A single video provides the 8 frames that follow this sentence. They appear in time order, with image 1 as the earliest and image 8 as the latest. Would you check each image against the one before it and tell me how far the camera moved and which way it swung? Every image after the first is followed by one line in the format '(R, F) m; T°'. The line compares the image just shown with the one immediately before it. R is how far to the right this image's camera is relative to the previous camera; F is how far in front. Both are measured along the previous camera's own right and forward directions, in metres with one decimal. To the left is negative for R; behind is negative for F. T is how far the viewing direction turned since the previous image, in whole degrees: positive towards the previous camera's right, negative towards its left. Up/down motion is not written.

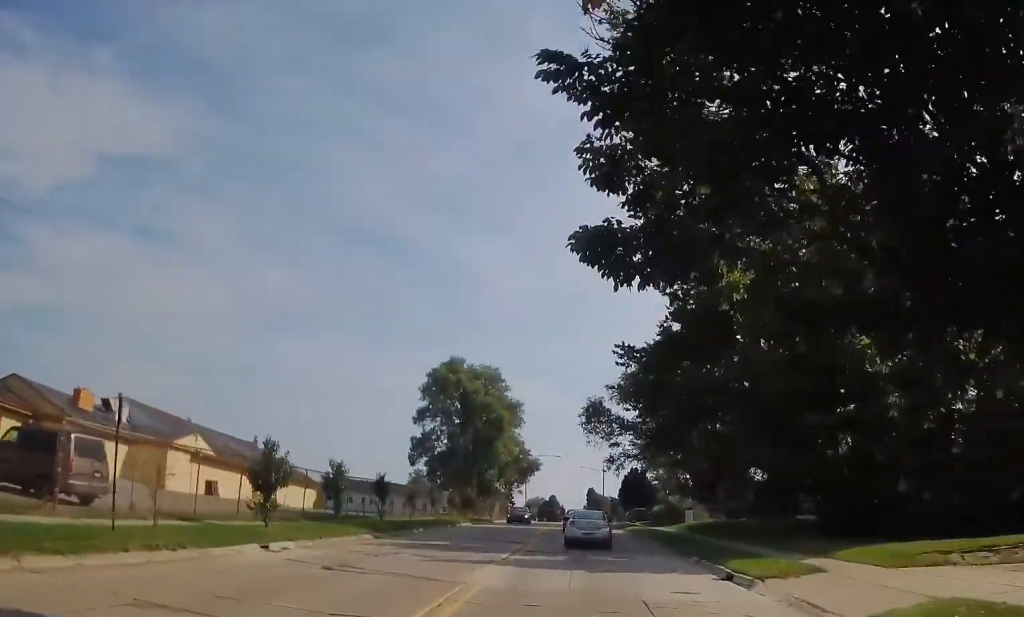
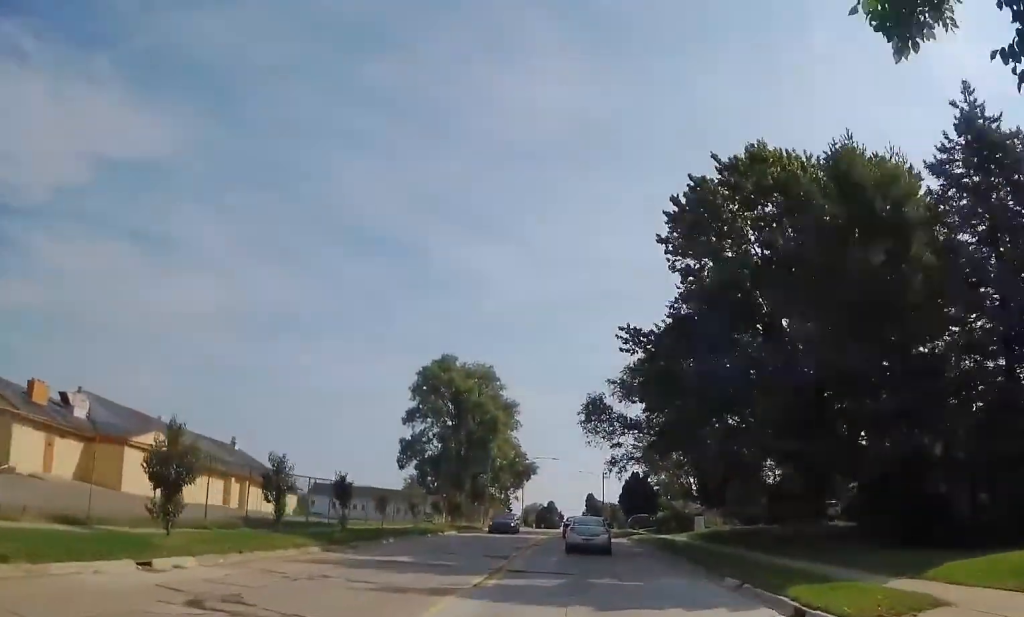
(0.0, +5.4) m; +1°
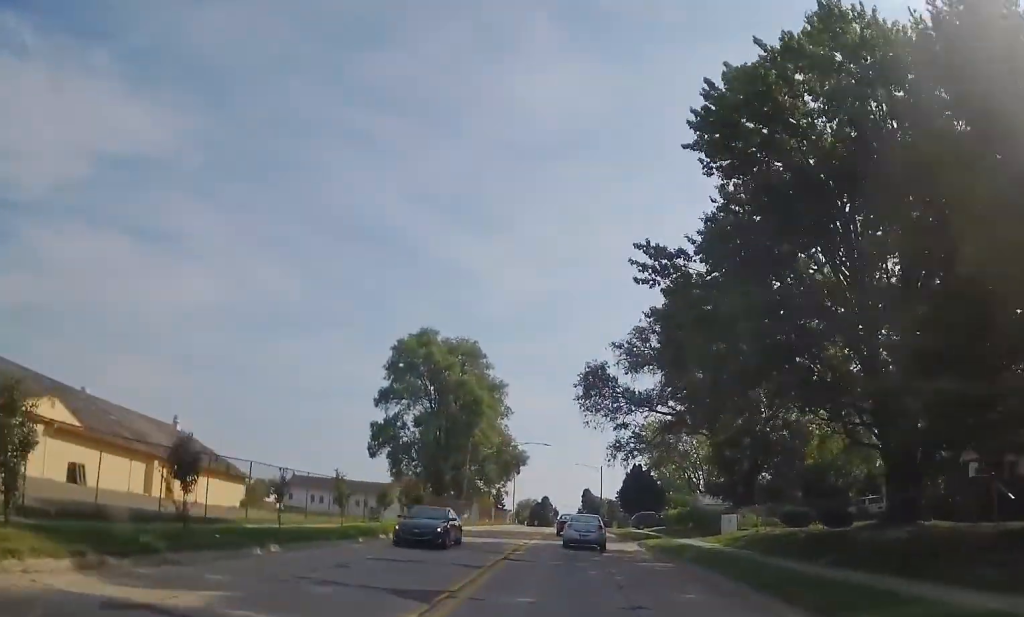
(+0.3, +11.3) m; +2°
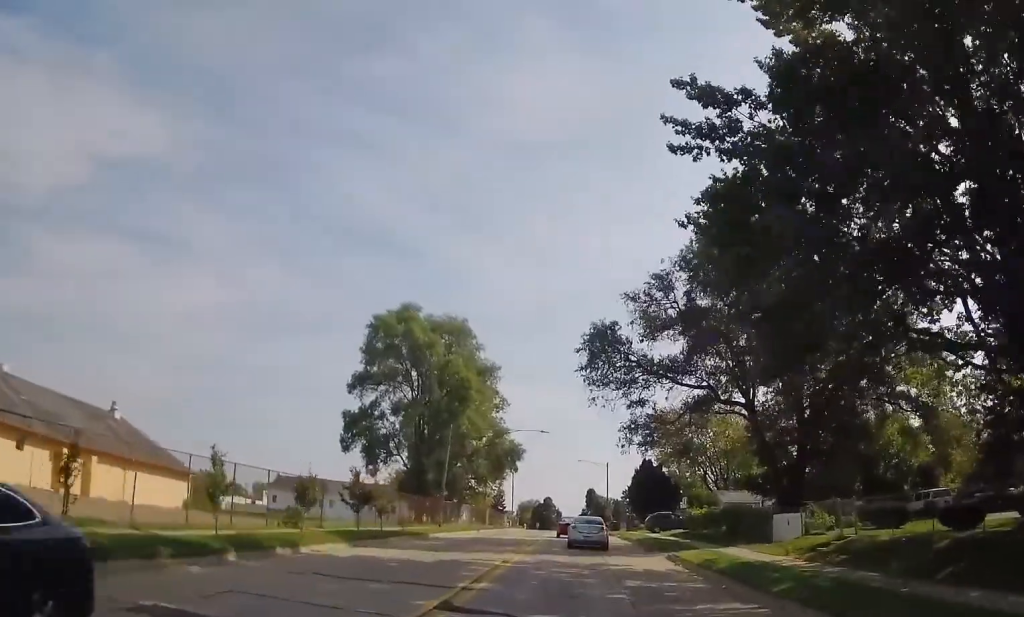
(+0.1, +10.2) m; -2°
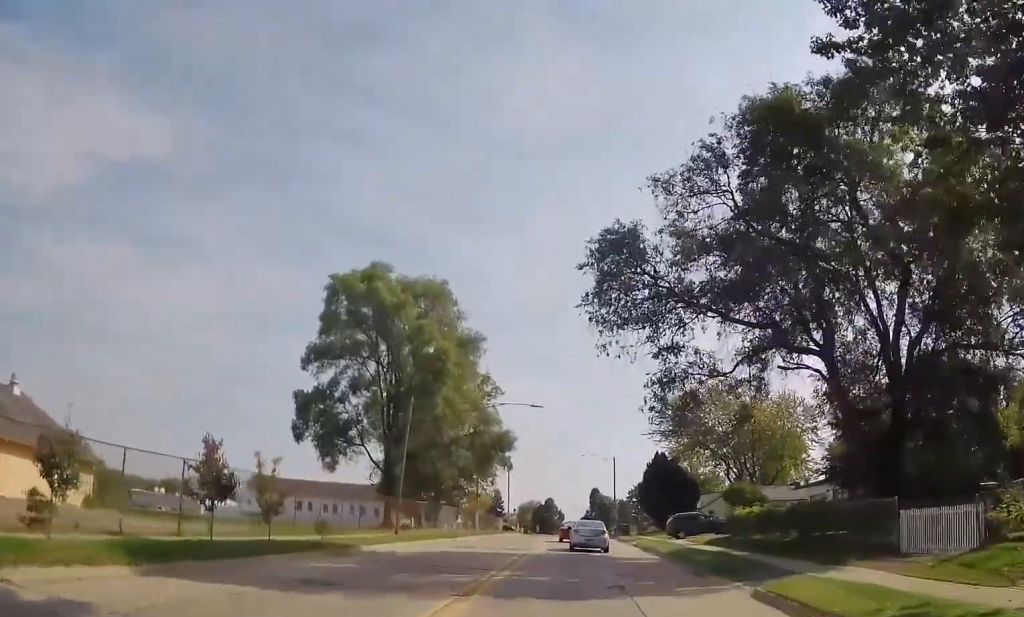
(-0.4, +12.1) m; -2°
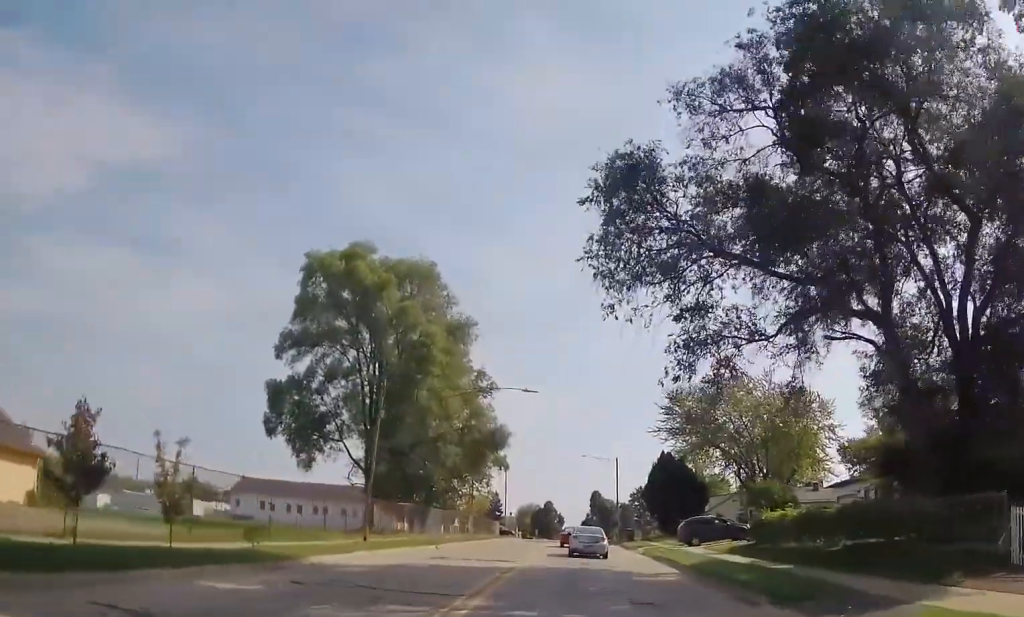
(0.0, +5.2) m; 0°
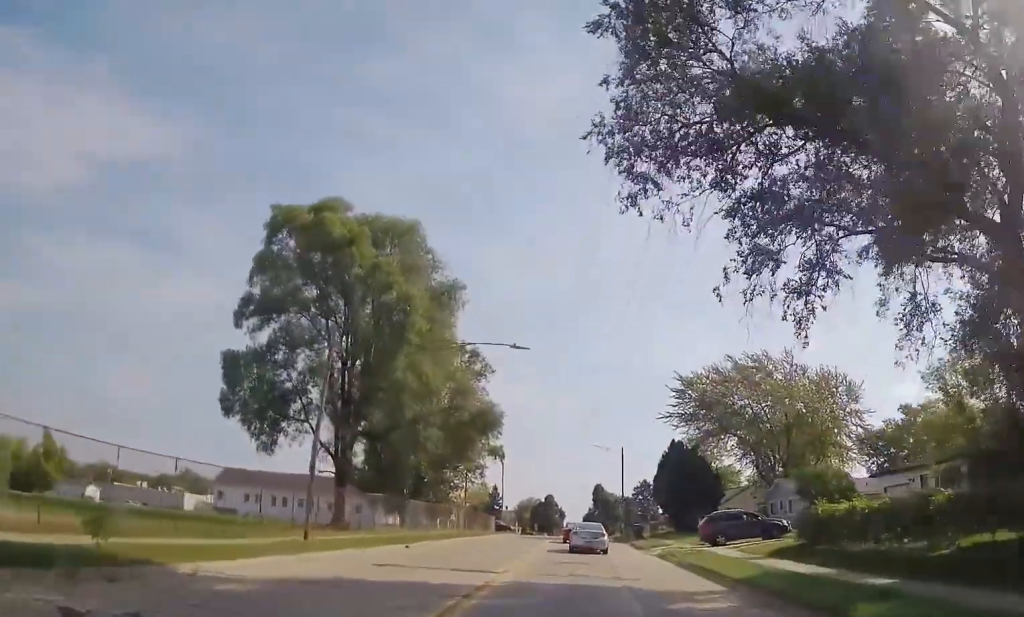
(0.0, +6.8) m; 0°
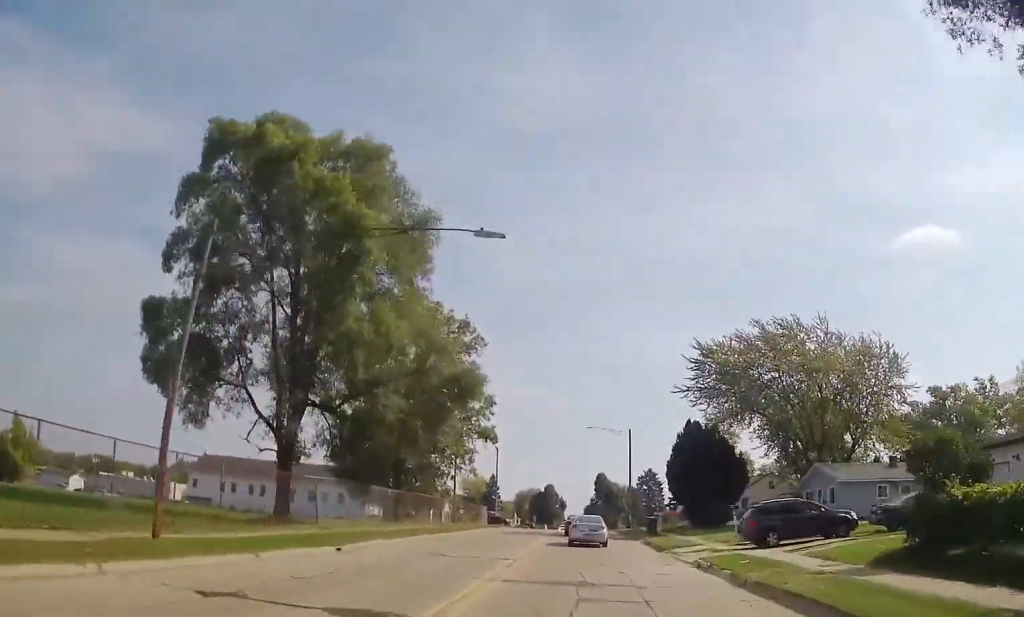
(0.0, +9.0) m; 0°
